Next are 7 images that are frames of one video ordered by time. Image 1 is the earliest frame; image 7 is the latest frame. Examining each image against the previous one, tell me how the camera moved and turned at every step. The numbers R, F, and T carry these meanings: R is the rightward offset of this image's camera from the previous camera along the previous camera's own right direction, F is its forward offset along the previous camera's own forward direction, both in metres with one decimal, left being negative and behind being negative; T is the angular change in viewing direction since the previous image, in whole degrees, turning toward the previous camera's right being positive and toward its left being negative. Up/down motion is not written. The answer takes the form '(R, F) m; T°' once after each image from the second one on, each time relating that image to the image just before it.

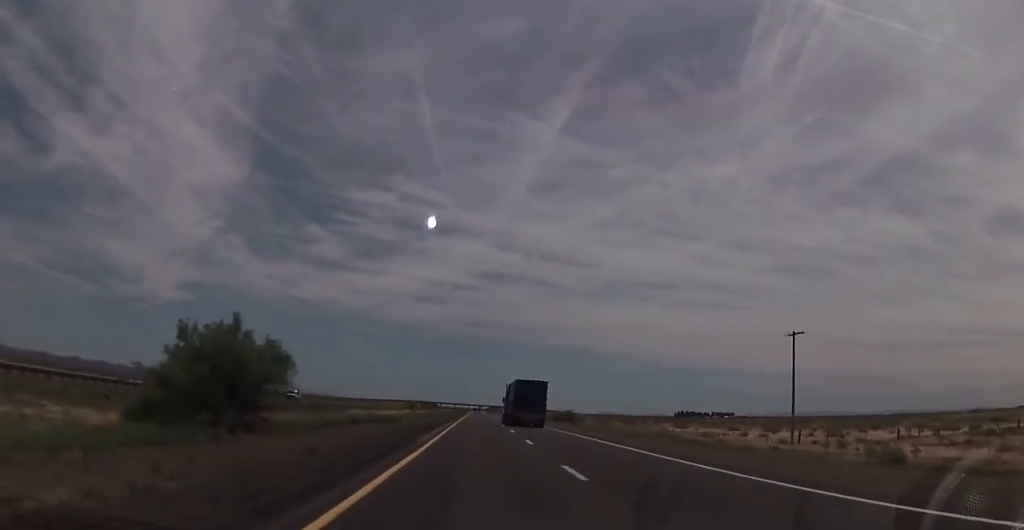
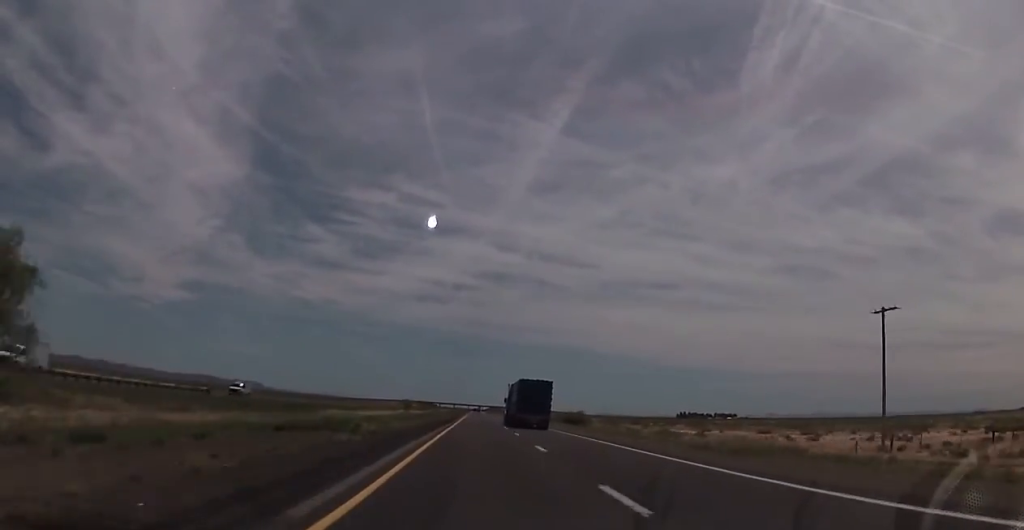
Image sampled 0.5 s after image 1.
(0.0, +16.7) m; 0°
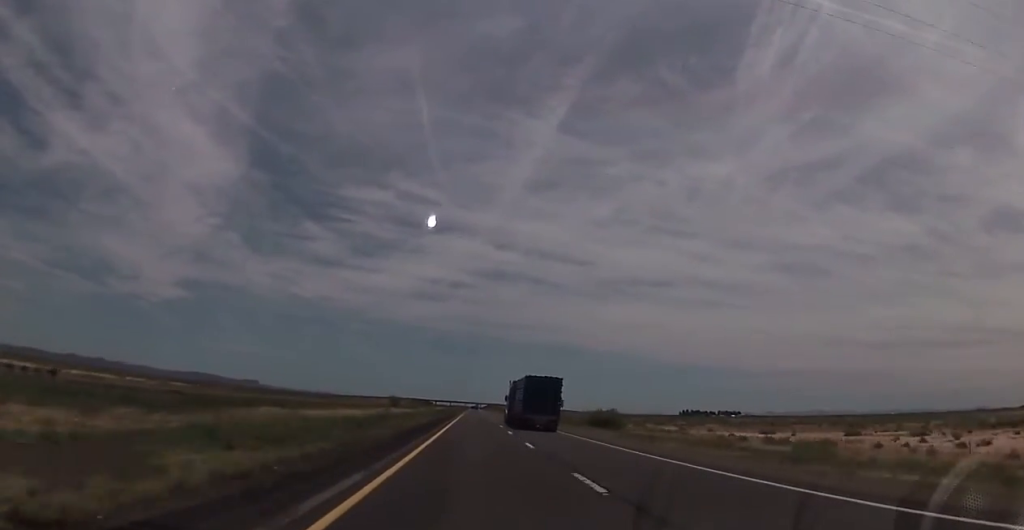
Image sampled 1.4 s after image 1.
(0.0, +34.4) m; 0°
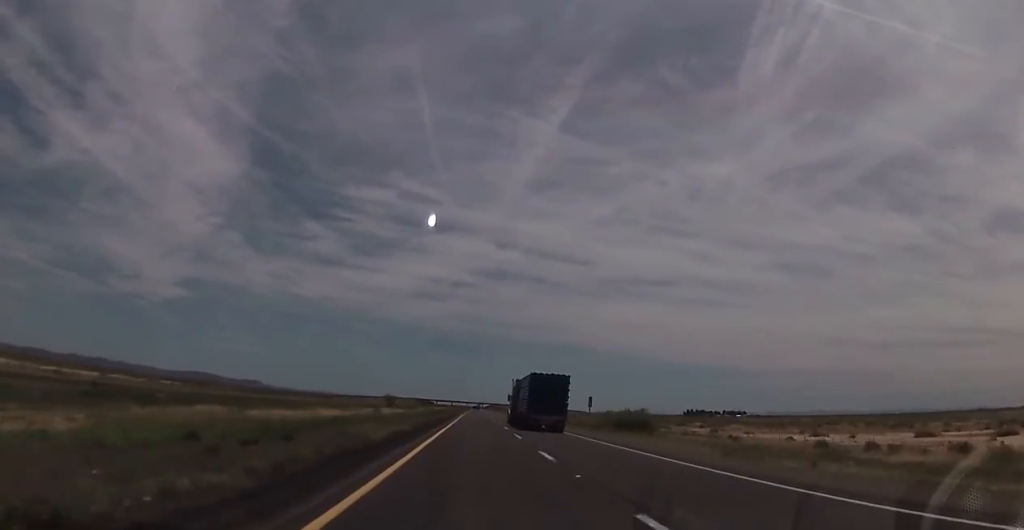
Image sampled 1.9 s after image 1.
(0.0, +17.8) m; 0°
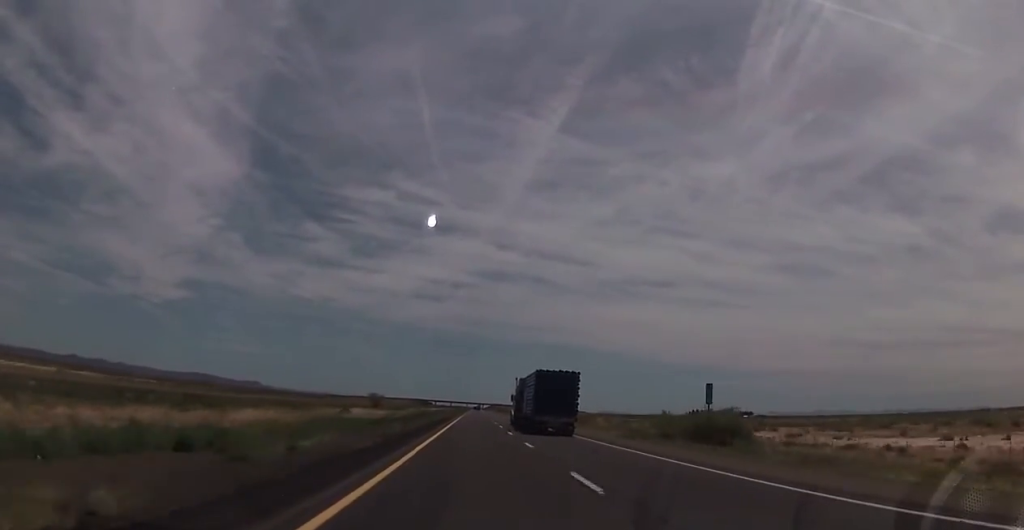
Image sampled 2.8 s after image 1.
(0.0, +30.8) m; 0°
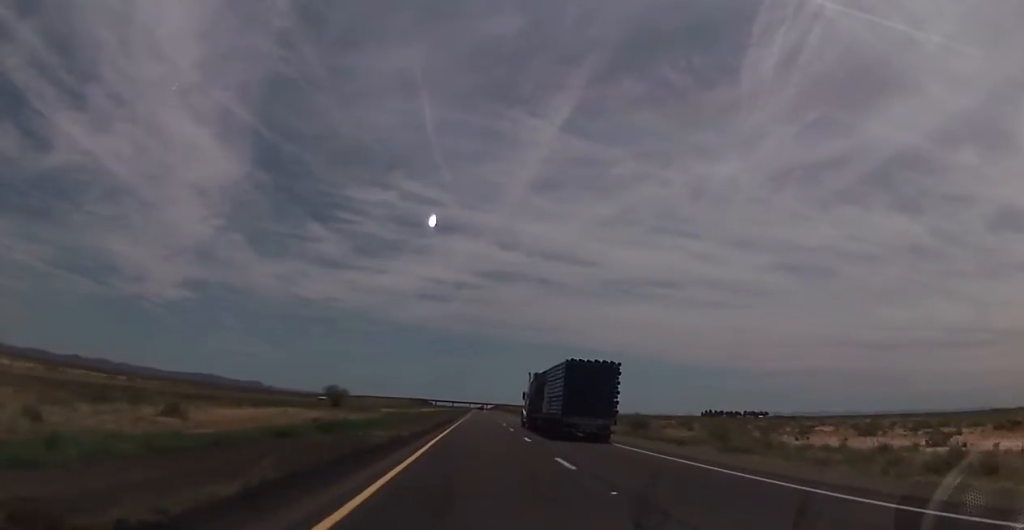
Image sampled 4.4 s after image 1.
(-0.1, +56.7) m; 0°
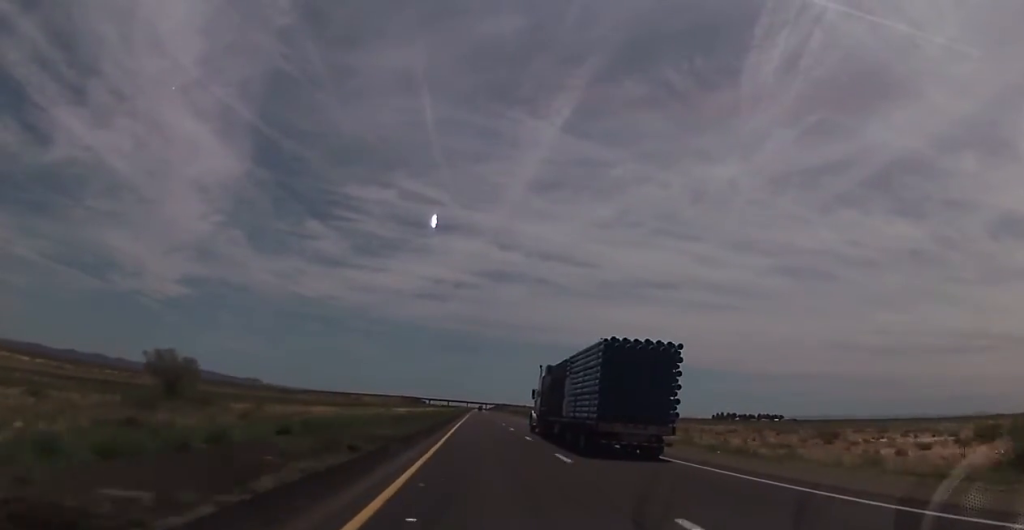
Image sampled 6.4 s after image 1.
(0.0, +70.5) m; 0°
